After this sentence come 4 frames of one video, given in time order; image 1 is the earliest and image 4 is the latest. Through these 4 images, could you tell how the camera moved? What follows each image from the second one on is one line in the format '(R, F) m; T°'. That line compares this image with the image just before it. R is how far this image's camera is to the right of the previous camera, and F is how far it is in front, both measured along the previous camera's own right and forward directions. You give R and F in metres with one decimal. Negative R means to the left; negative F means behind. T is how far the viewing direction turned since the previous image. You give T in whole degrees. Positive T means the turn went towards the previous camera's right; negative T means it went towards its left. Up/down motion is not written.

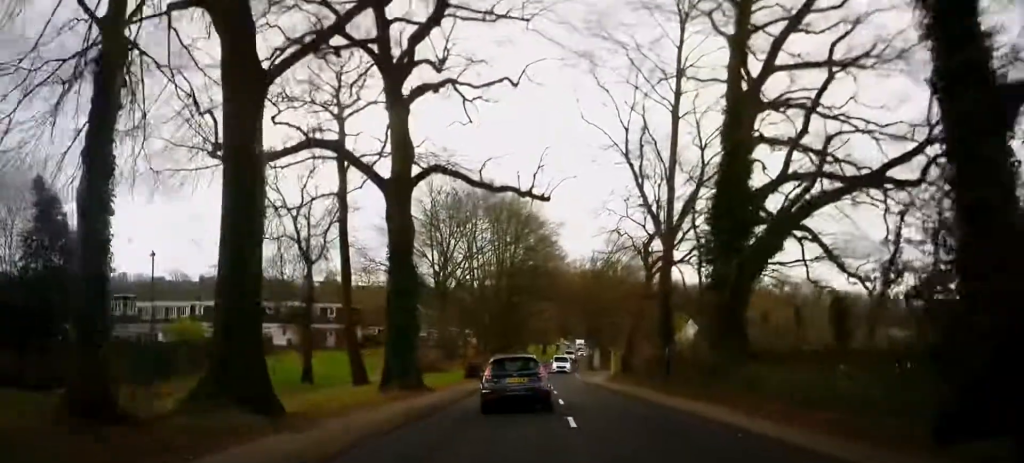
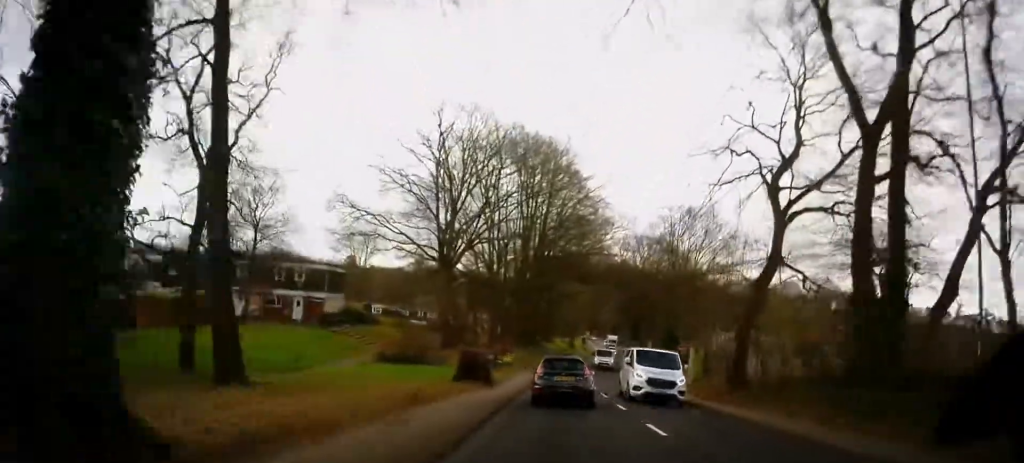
(-0.3, +16.6) m; 0°
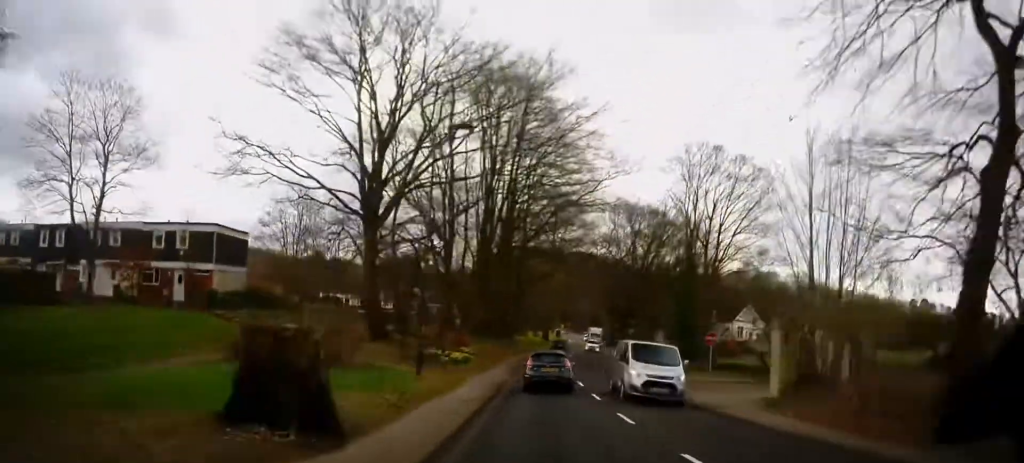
(-0.5, +15.6) m; +1°
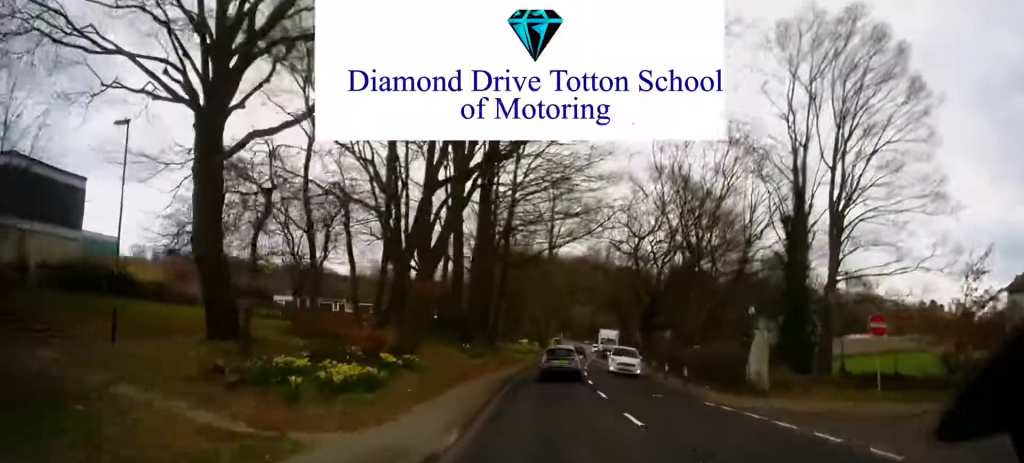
(+0.7, +18.6) m; +3°
